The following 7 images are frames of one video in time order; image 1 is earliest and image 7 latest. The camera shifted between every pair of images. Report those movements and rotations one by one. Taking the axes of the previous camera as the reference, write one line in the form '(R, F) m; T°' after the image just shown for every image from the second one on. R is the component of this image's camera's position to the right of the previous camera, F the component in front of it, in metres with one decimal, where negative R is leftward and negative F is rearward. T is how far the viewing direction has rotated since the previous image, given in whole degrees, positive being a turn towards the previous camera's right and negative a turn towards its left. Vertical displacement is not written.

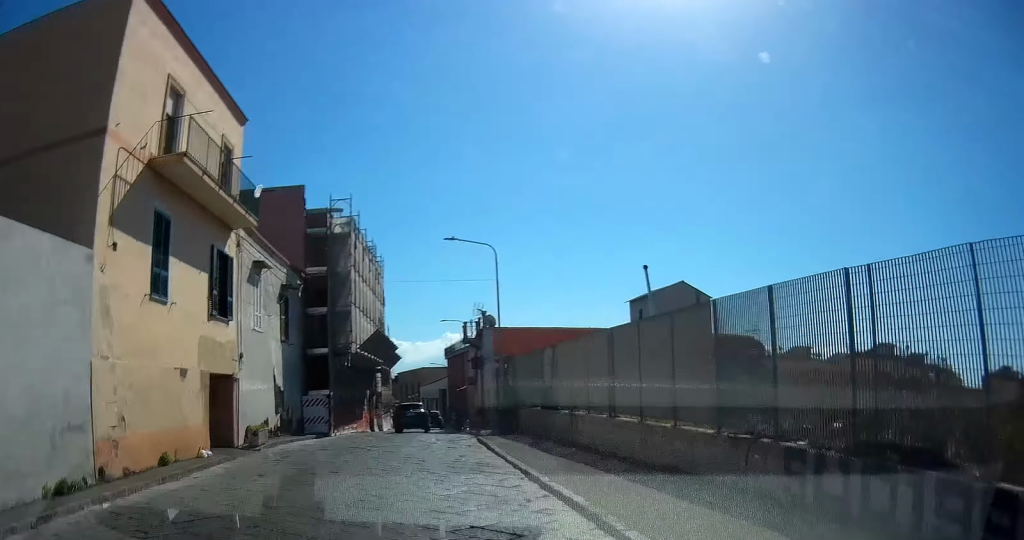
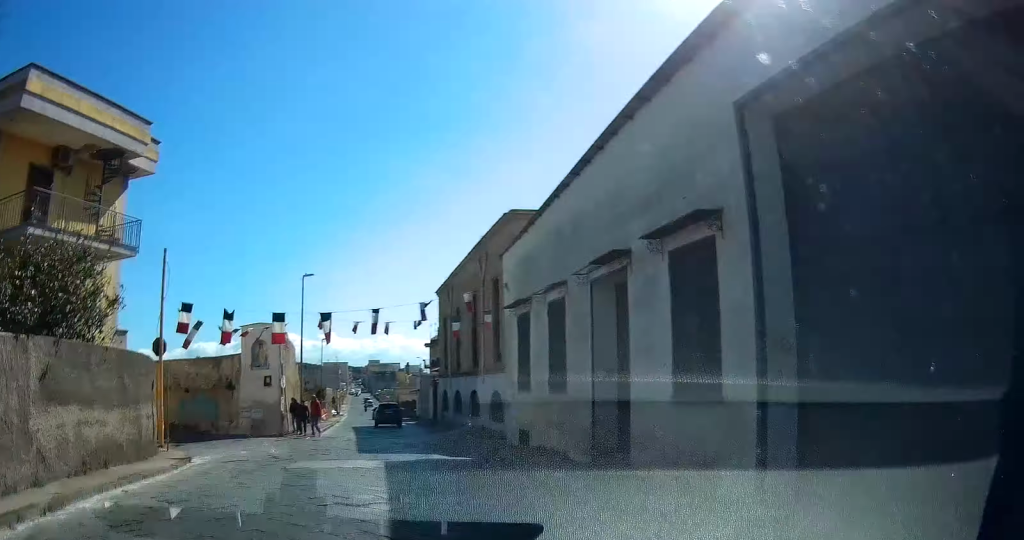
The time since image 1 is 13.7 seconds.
(+1.8, +96.5) m; -3°
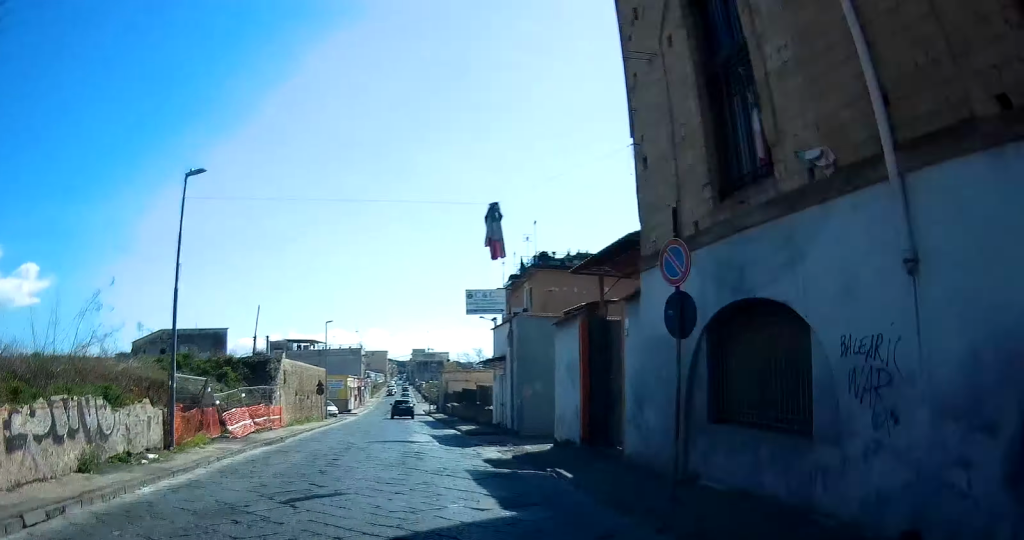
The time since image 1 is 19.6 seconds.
(-2.1, +47.5) m; -4°
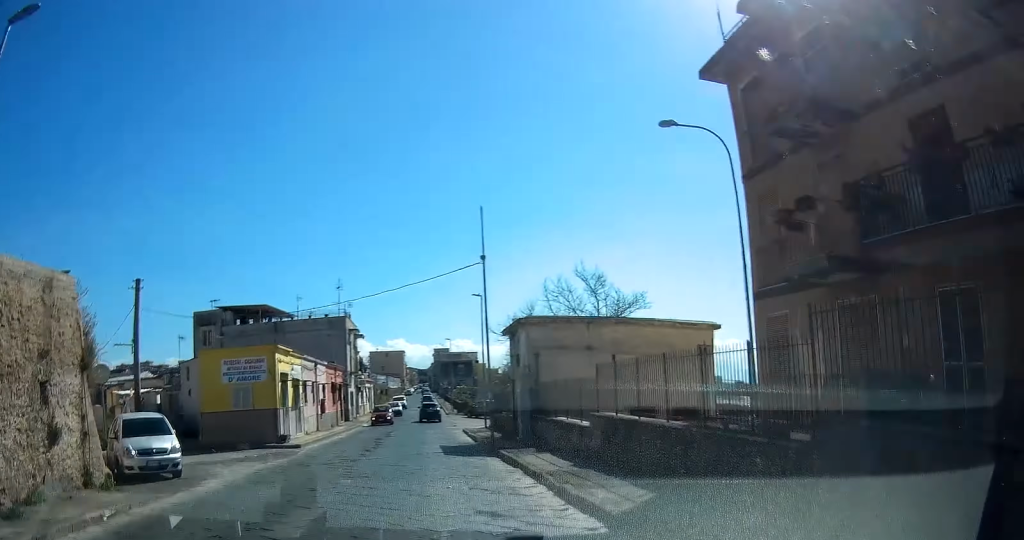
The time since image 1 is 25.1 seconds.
(-1.1, +45.9) m; -2°
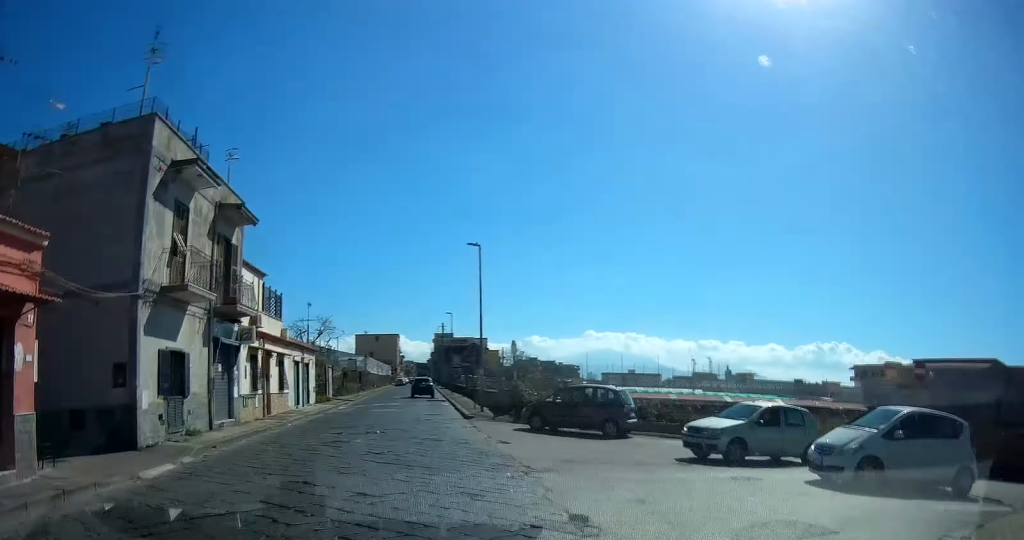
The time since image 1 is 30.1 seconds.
(-0.6, +41.1) m; -1°
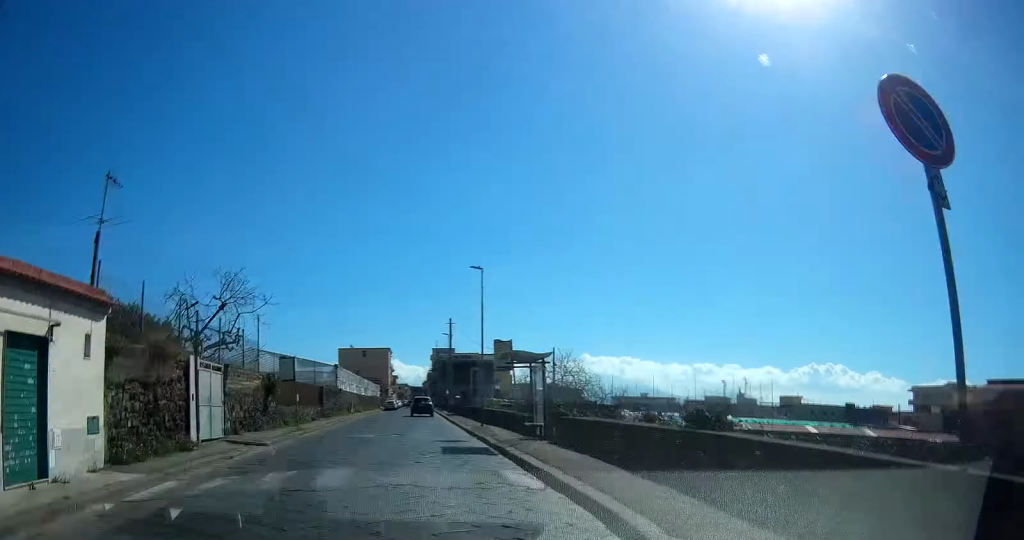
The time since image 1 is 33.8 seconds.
(-0.2, +31.1) m; 0°
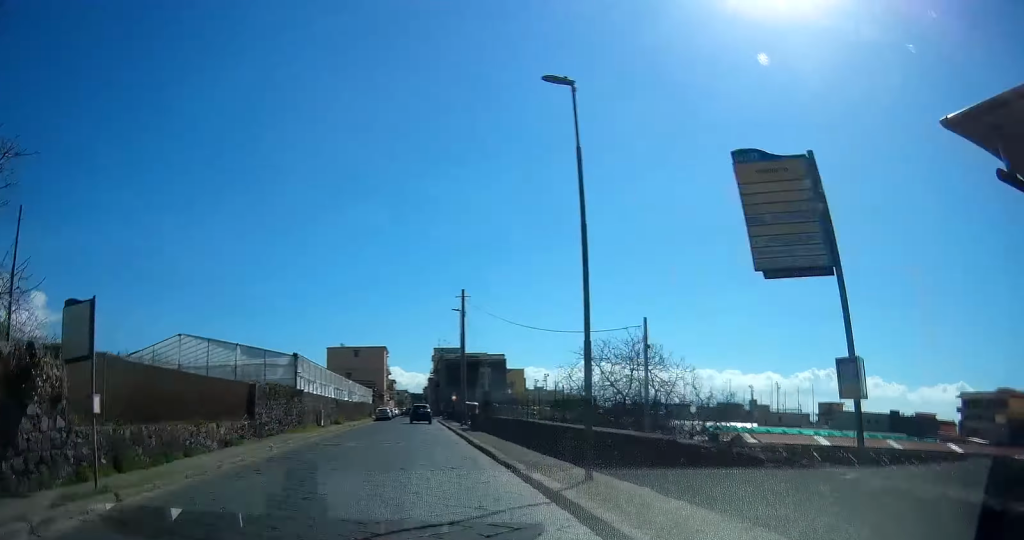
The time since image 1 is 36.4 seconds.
(+0.4, +21.5) m; 0°
